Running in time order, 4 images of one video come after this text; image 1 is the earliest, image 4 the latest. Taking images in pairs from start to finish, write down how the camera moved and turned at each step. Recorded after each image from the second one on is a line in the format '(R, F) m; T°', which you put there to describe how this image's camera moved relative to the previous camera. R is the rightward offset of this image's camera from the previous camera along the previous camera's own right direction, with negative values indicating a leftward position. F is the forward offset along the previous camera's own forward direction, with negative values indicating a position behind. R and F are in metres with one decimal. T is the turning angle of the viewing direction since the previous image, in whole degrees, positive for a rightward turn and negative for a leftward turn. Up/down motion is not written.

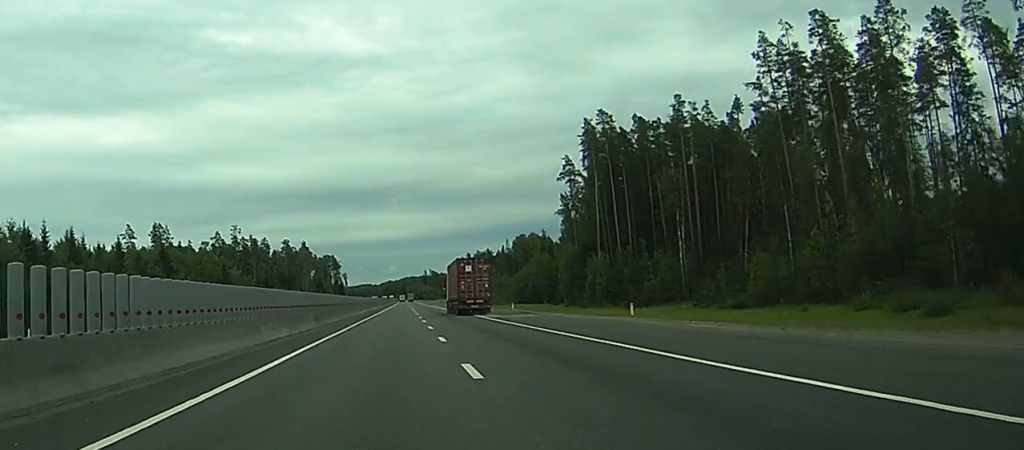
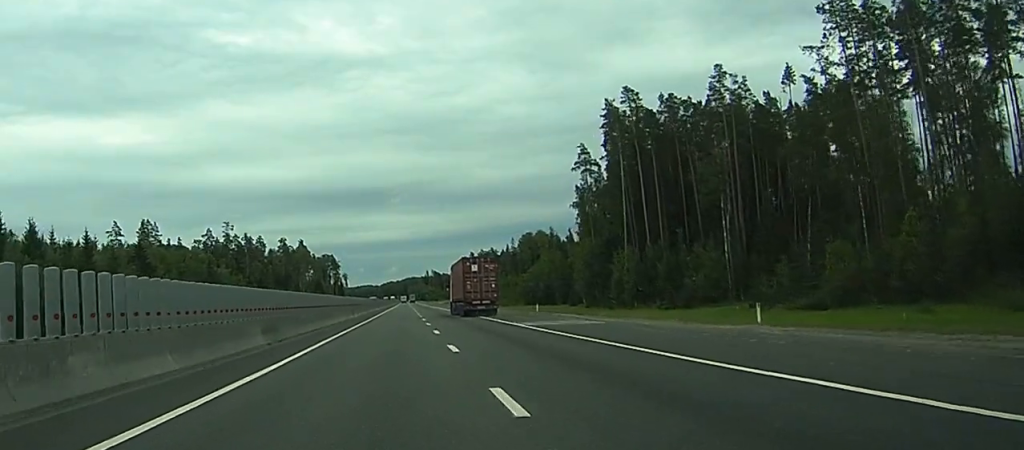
(0.0, +16.3) m; 0°
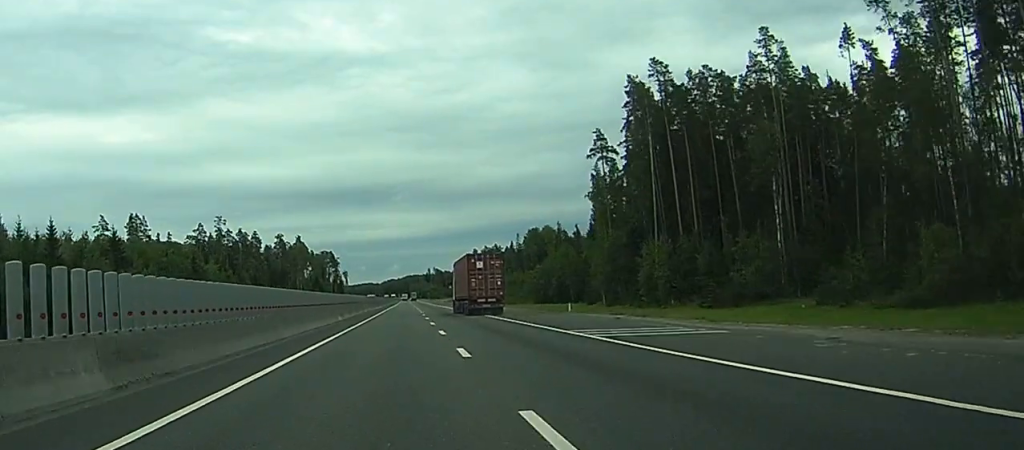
(-0.1, +14.5) m; 0°
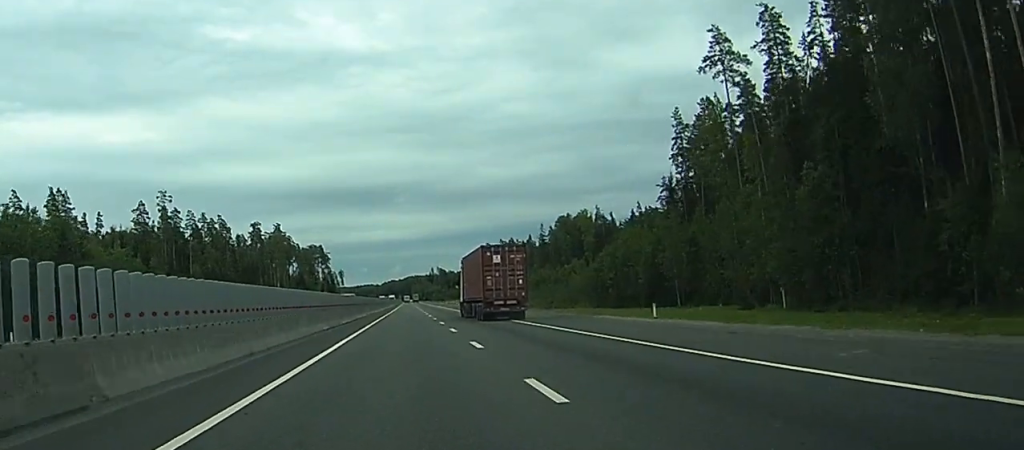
(-0.6, +67.2) m; 0°
